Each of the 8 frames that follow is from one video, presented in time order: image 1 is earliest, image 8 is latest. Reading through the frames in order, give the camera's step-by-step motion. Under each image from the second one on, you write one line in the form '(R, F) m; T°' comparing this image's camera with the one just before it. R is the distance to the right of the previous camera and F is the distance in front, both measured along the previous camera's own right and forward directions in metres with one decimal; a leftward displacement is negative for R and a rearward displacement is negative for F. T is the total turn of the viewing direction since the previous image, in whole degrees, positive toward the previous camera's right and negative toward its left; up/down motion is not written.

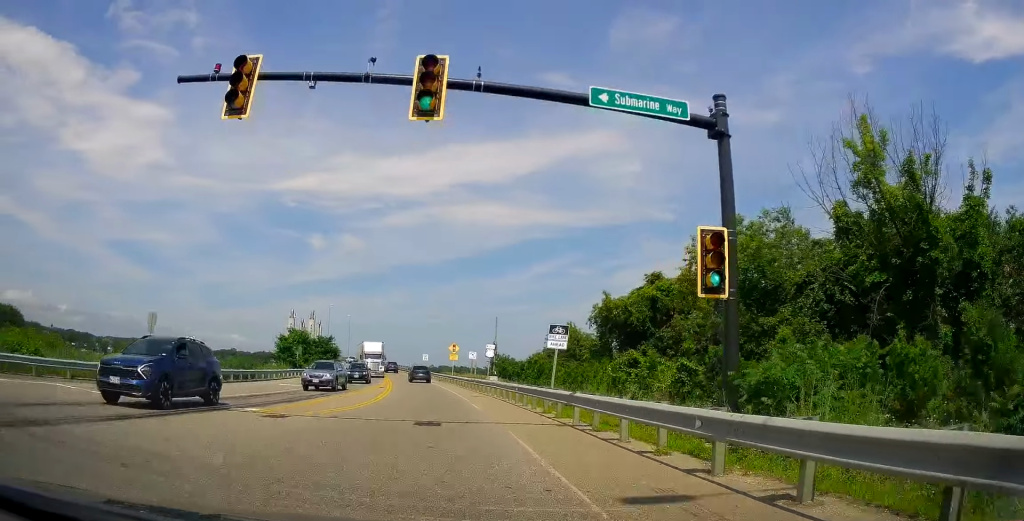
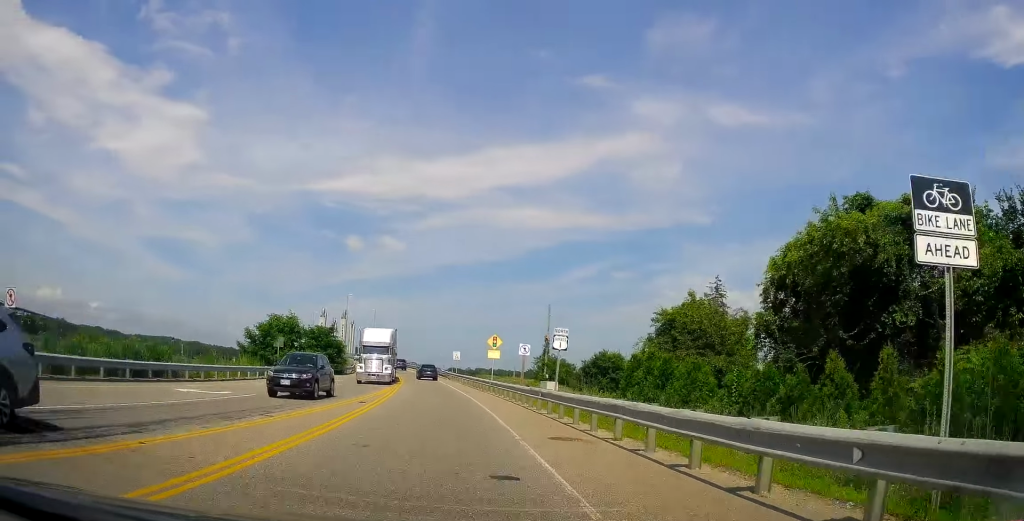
(+0.2, +17.3) m; -2°
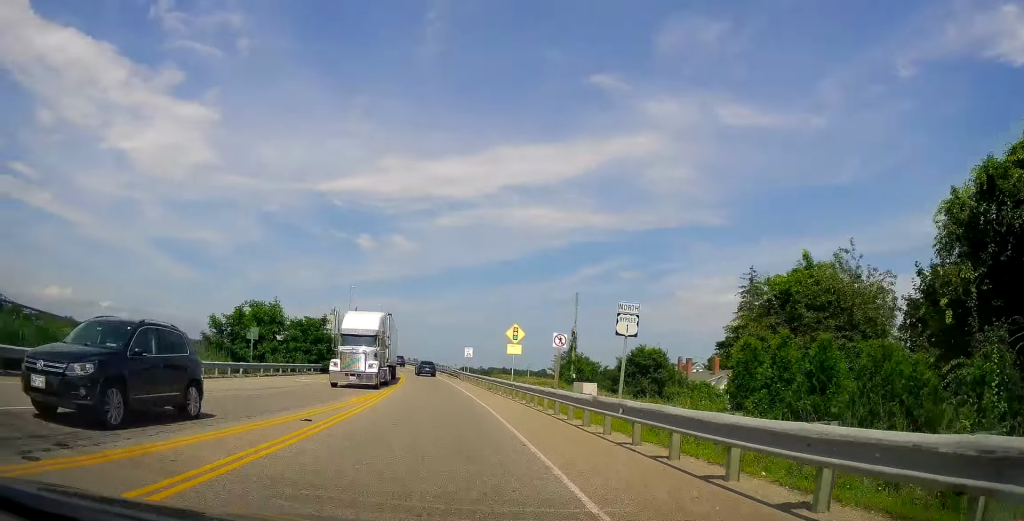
(-0.2, +8.2) m; -3°
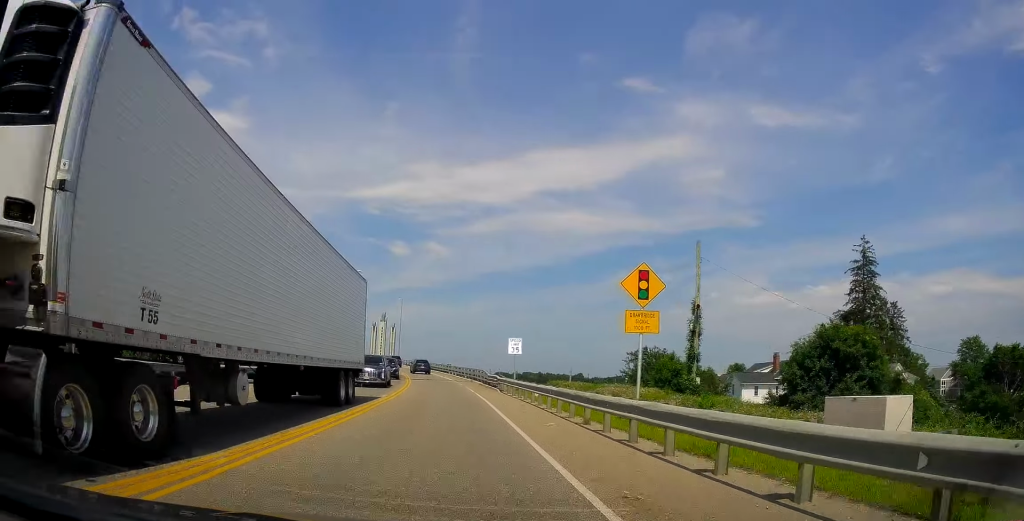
(-0.9, +21.5) m; -4°
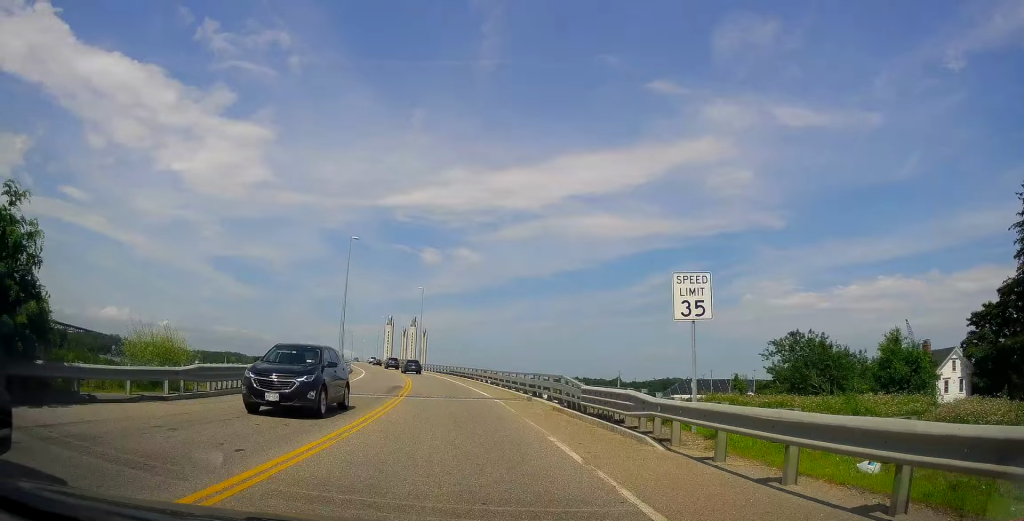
(-0.5, +23.4) m; -6°
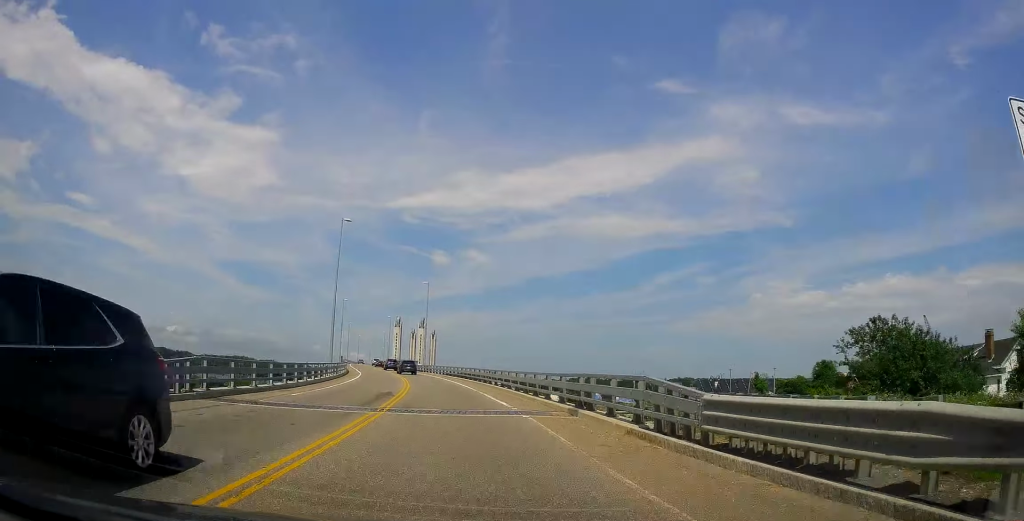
(-0.2, +7.6) m; -2°
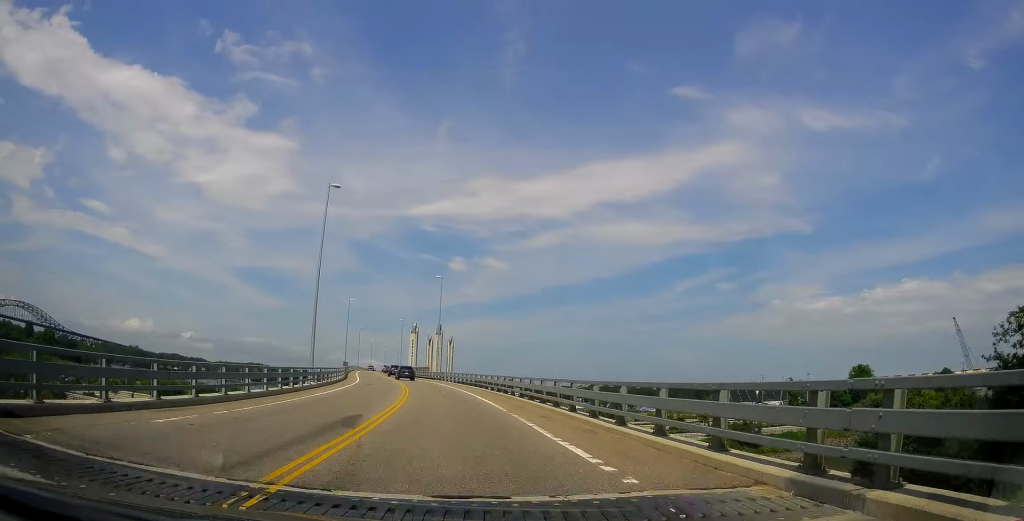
(-0.9, +10.7) m; -1°
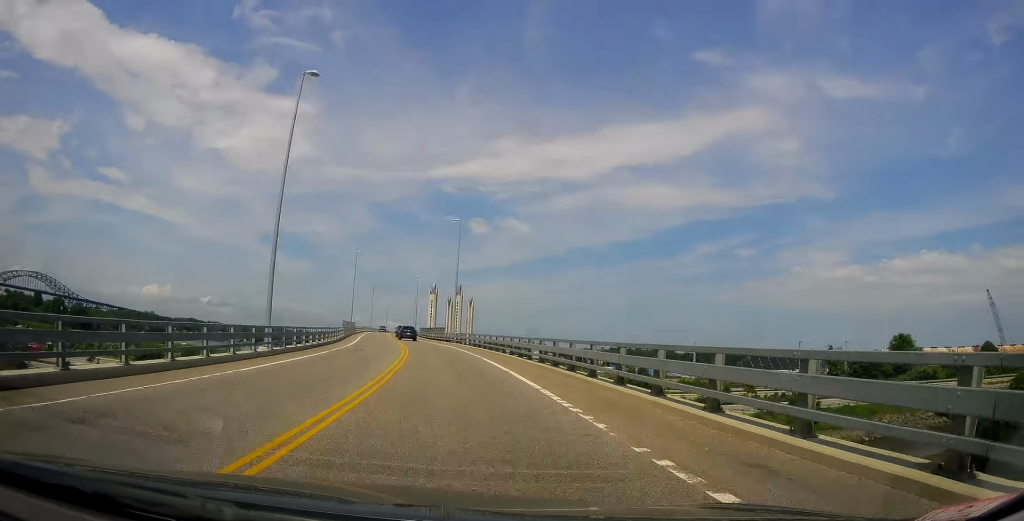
(+0.2, +11.5) m; 0°
